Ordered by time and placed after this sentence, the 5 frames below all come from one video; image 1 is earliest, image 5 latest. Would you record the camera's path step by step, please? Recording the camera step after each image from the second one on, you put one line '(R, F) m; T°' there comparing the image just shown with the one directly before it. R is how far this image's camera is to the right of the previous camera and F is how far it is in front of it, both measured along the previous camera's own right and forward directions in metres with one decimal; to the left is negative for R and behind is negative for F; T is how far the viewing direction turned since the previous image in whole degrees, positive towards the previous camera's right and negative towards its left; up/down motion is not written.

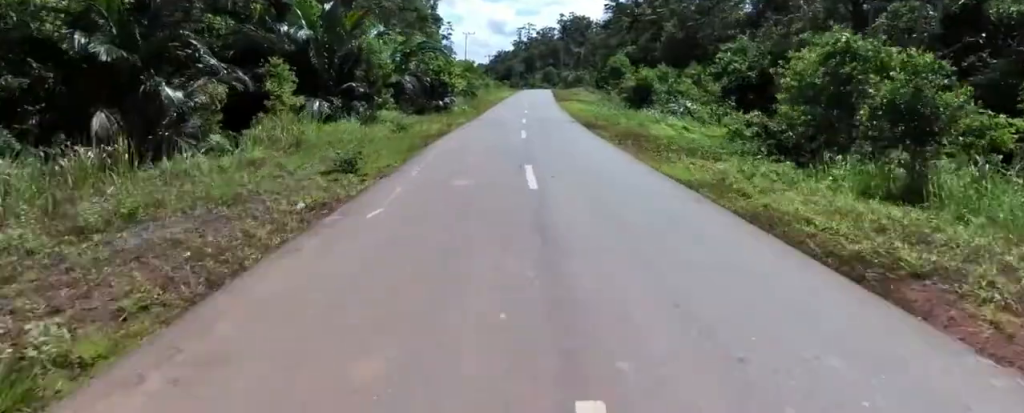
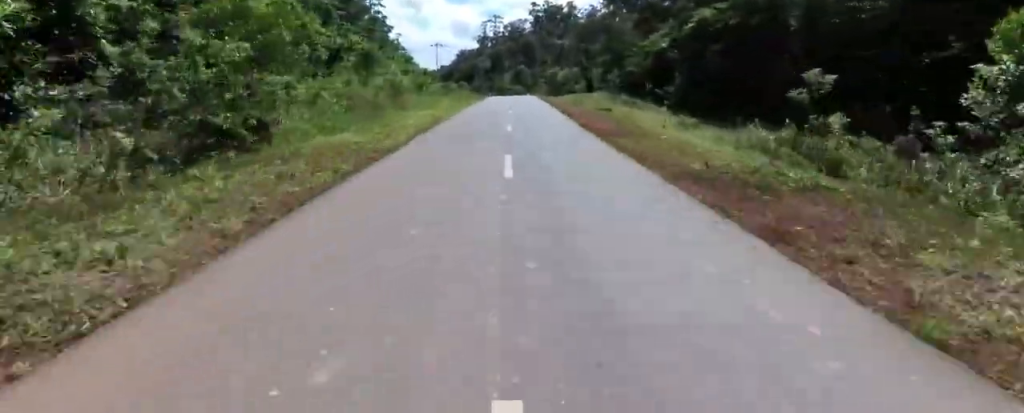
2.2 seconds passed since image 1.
(+2.4, +46.5) m; +3°
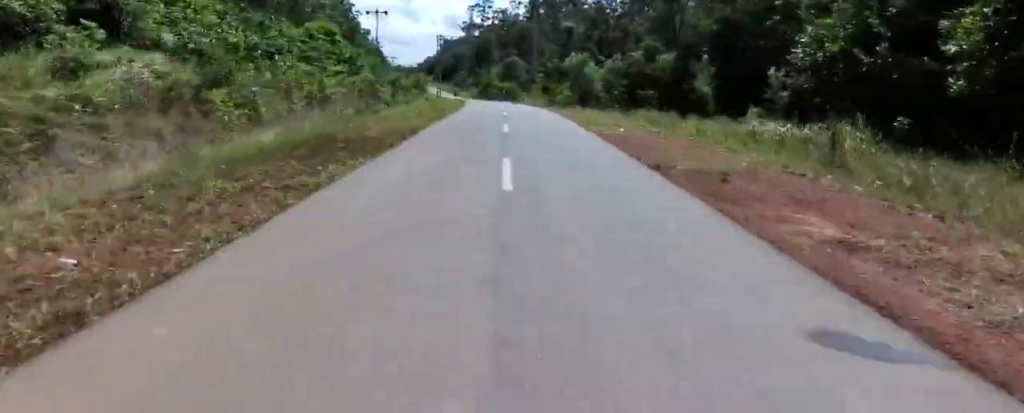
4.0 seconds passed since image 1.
(0.0, +42.0) m; +1°
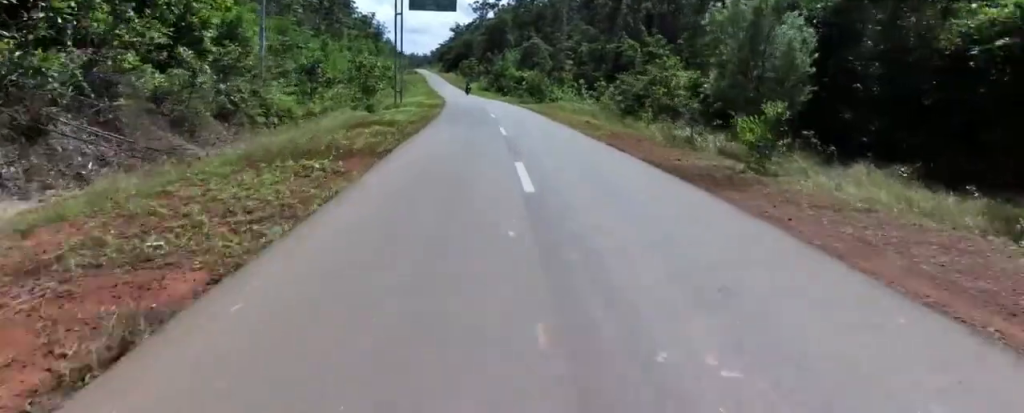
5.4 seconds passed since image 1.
(0.0, +32.9) m; -3°
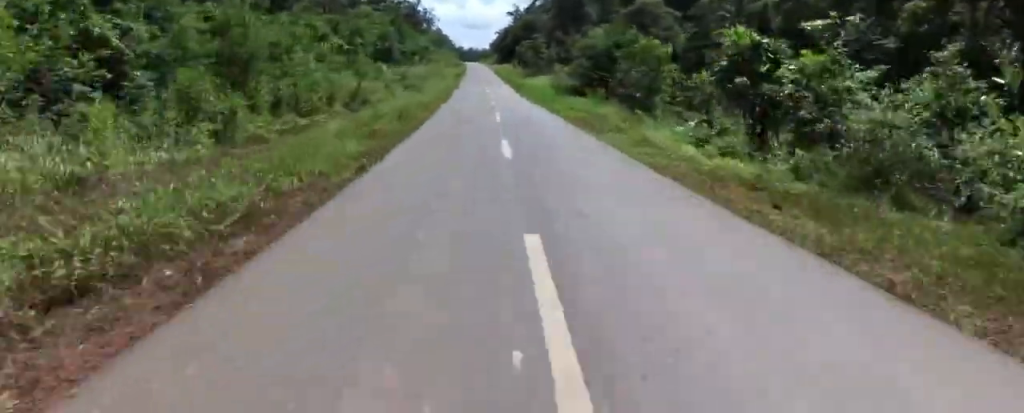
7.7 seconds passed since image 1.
(-2.9, +52.5) m; -3°
